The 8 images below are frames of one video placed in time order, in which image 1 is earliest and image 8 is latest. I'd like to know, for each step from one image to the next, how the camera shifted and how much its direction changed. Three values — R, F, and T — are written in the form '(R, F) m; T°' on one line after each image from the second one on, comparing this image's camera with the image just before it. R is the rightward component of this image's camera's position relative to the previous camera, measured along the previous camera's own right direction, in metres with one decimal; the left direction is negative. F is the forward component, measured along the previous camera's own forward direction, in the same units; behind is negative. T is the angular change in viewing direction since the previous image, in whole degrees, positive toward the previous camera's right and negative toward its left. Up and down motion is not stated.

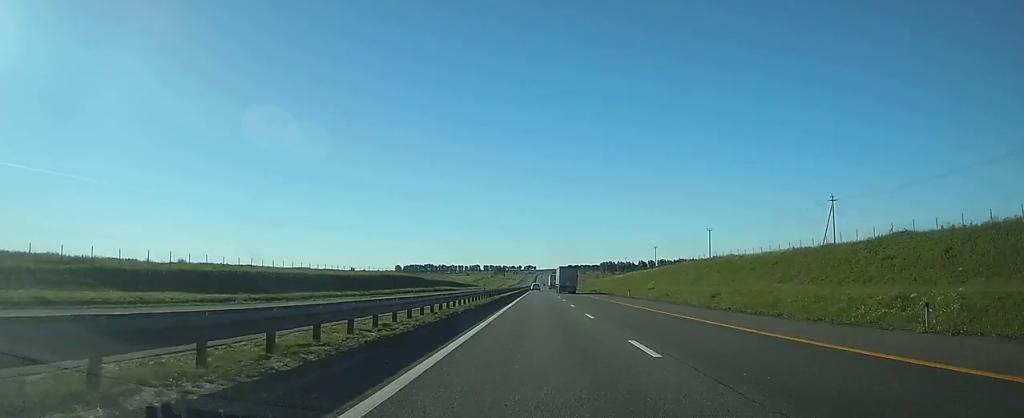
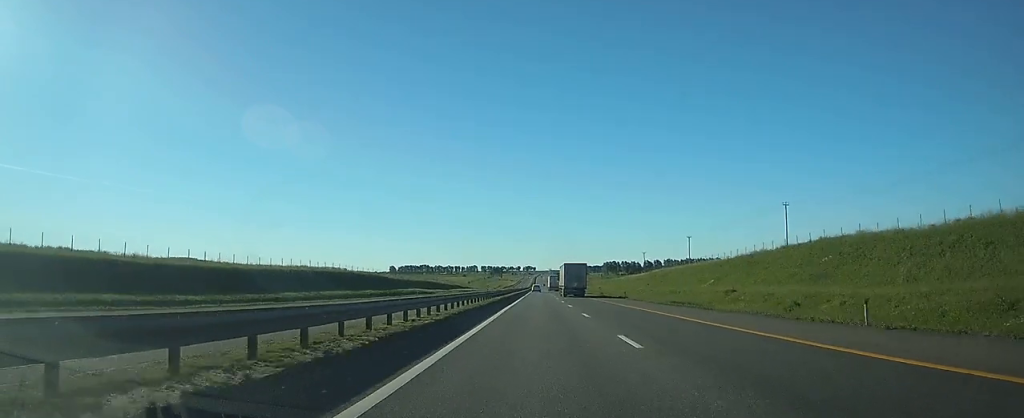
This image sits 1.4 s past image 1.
(+0.1, +45.9) m; 0°
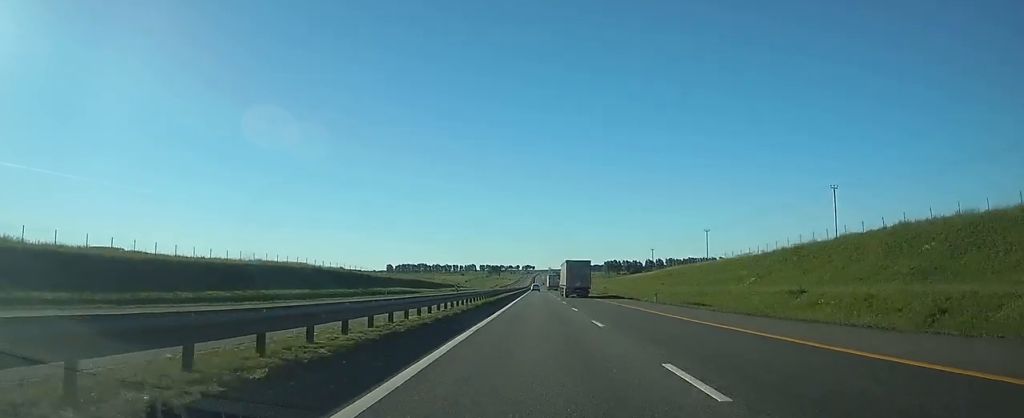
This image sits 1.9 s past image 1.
(0.0, +17.6) m; 0°
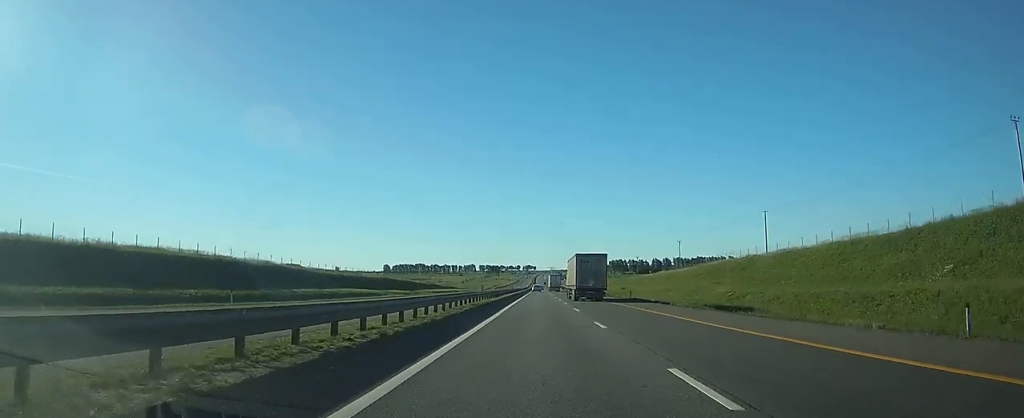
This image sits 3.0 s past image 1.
(0.0, +36.4) m; 0°
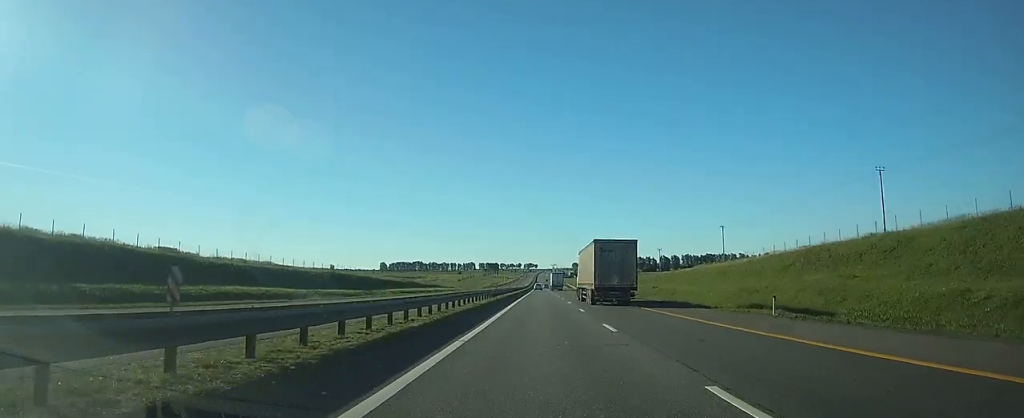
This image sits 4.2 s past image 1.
(0.0, +37.7) m; 0°
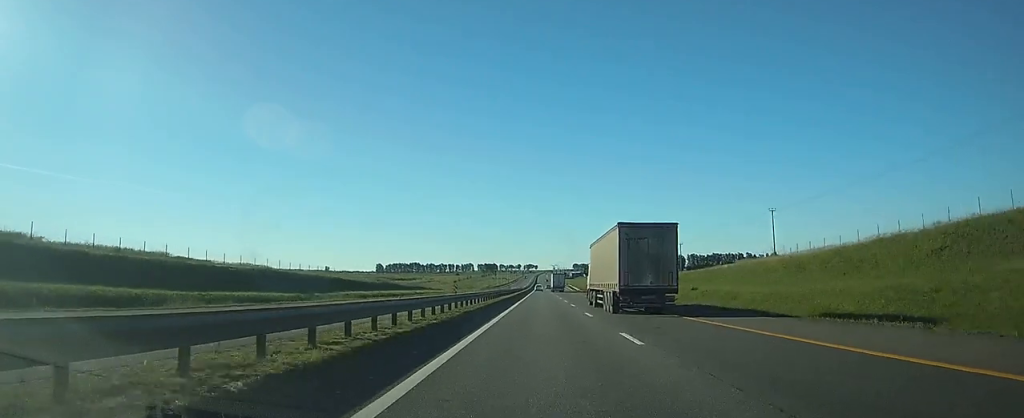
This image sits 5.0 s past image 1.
(0.0, +27.9) m; 0°
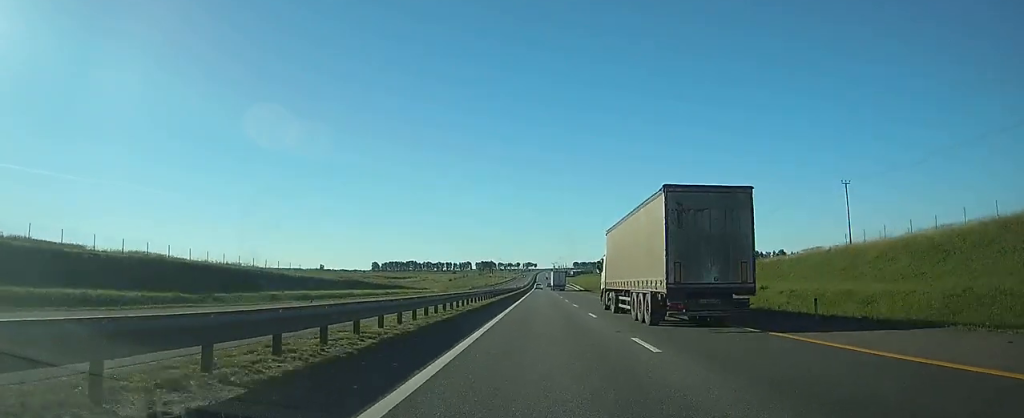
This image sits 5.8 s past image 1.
(0.0, +25.6) m; 0°
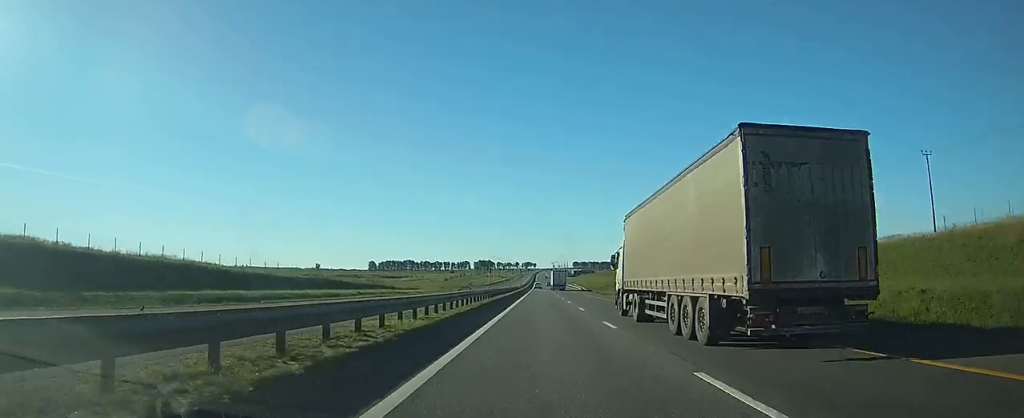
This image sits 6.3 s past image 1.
(0.0, +17.9) m; 0°
